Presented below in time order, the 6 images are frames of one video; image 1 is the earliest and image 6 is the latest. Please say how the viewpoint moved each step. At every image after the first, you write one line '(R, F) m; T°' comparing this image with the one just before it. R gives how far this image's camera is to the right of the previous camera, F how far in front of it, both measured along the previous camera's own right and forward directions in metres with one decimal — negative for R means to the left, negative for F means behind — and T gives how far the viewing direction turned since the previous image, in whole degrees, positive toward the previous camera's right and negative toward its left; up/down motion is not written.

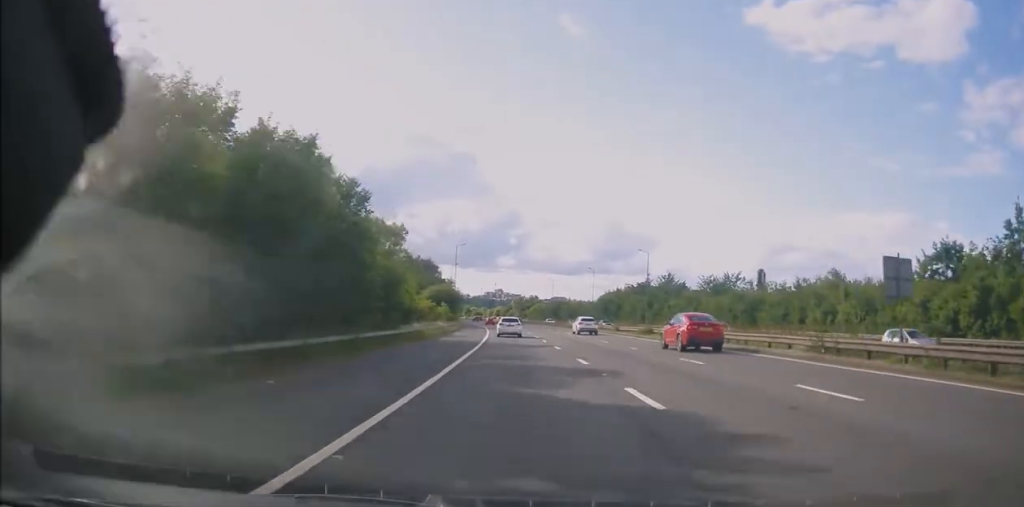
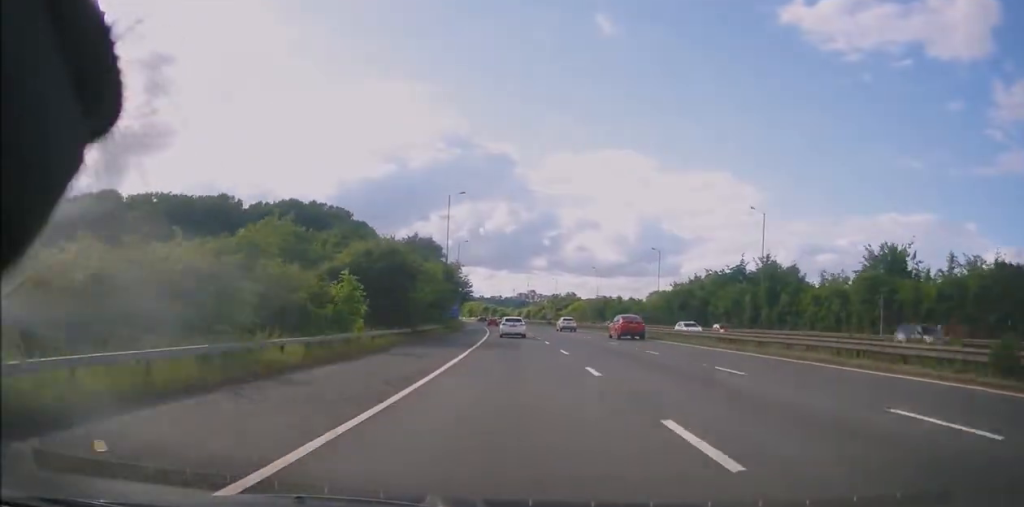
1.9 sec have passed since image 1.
(-1.0, +48.0) m; -3°
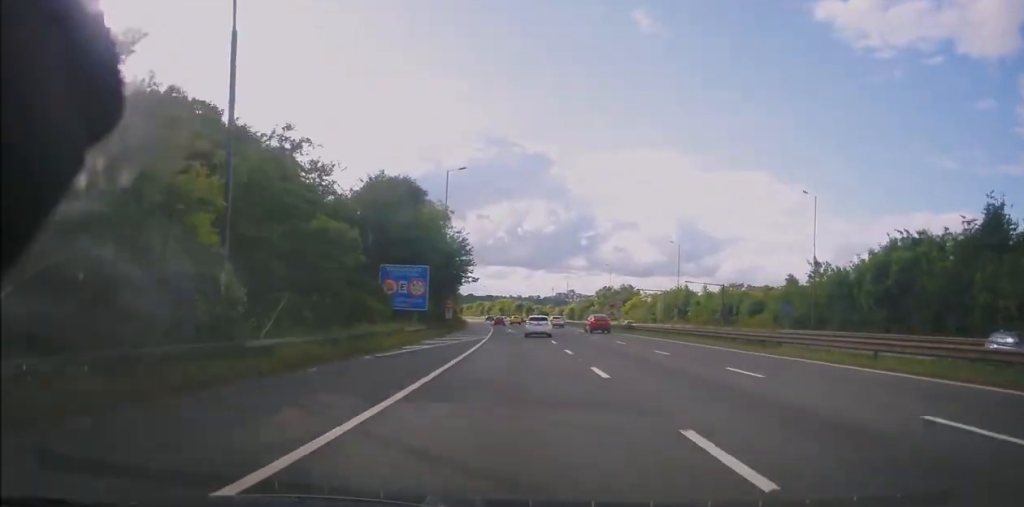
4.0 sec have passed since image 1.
(-1.5, +53.7) m; -3°
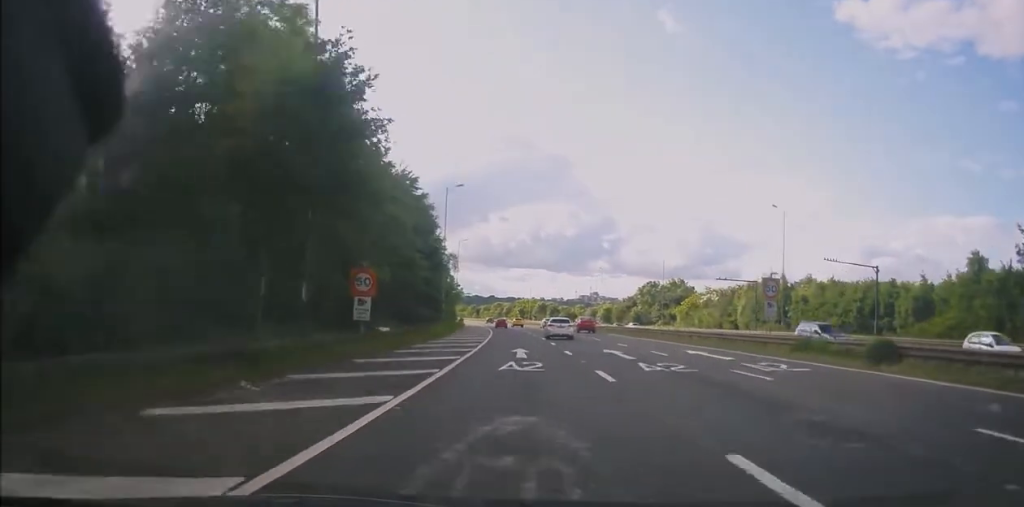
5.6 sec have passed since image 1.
(-0.8, +38.1) m; -2°
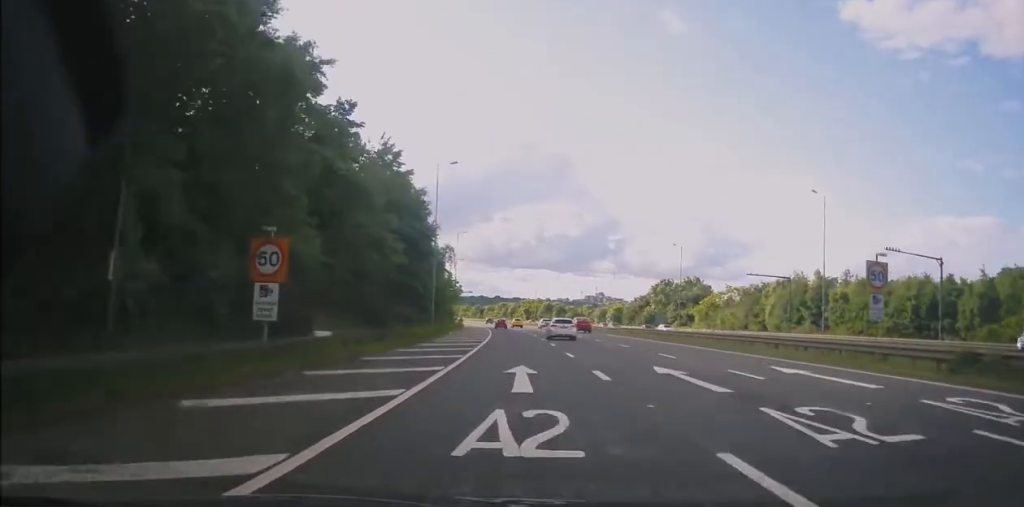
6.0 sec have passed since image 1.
(-0.1, +9.4) m; -1°
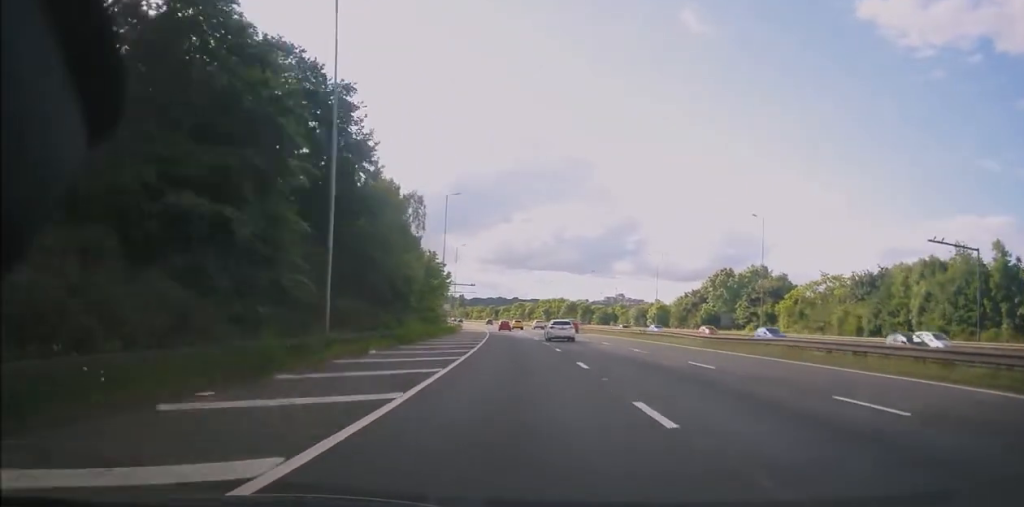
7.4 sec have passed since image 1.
(-0.9, +31.3) m; -3°
